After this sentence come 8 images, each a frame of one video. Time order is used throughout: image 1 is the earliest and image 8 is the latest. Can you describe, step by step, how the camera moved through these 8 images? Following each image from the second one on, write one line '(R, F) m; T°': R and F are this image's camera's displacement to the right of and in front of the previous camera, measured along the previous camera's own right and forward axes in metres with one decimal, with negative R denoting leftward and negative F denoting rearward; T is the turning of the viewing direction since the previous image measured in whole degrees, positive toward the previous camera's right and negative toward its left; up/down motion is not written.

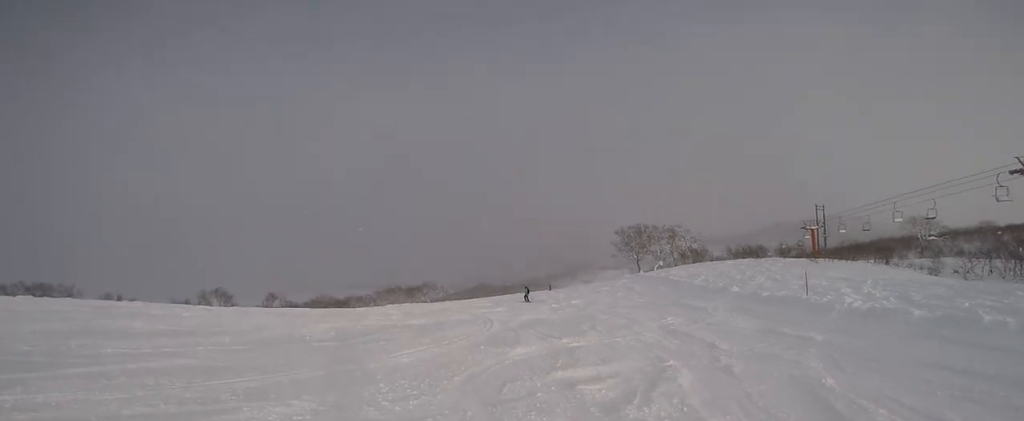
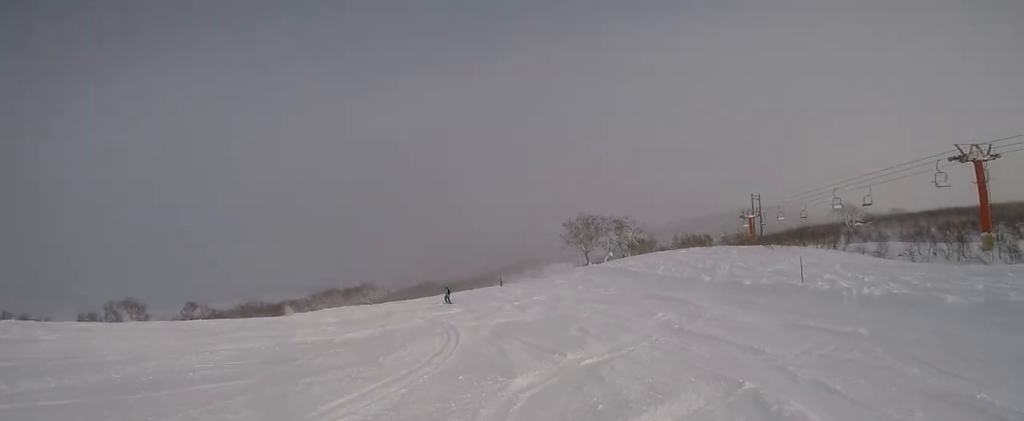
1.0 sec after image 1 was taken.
(+0.1, +3.7) m; +11°
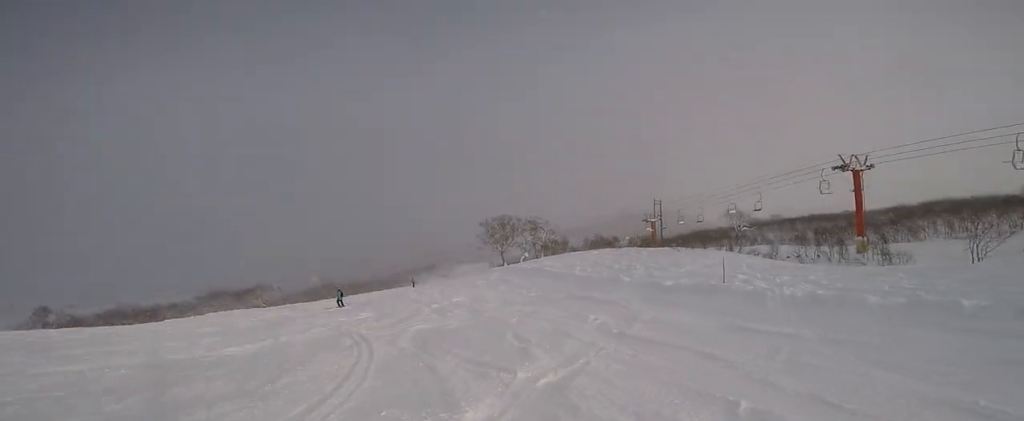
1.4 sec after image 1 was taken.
(-0.4, +1.7) m; +6°
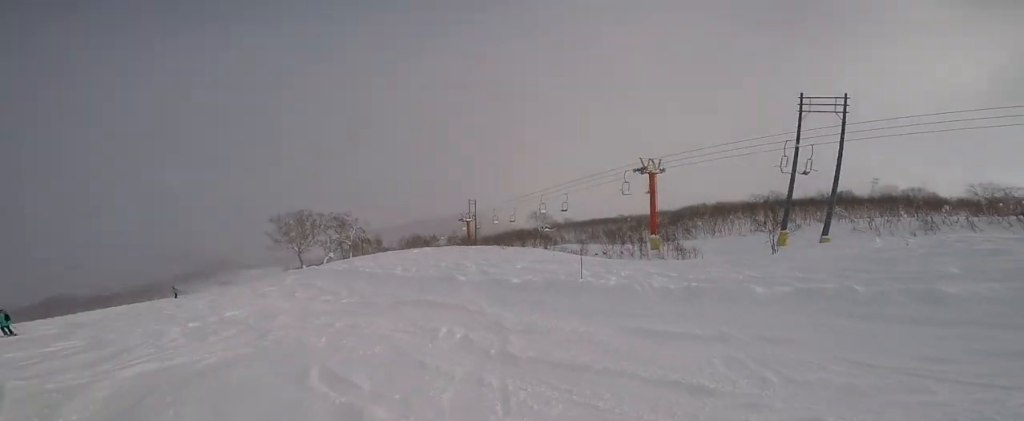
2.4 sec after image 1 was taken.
(+1.4, +3.4) m; +32°
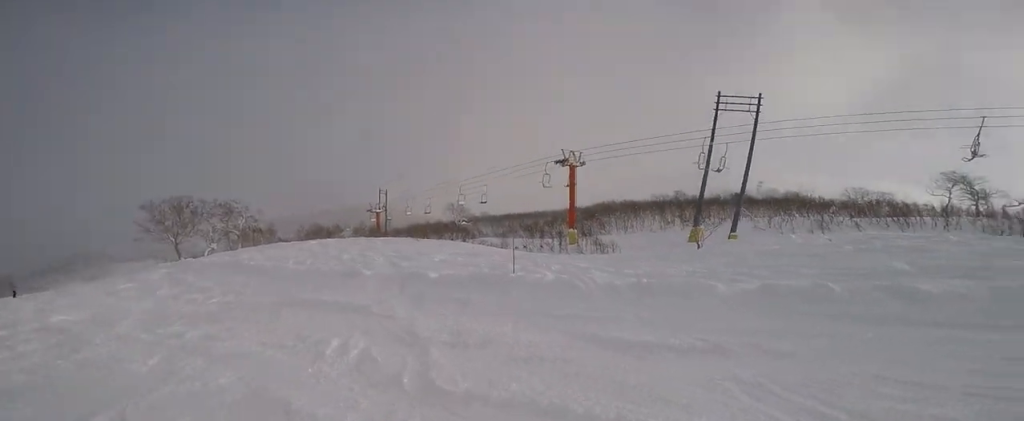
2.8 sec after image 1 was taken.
(+0.3, +2.1) m; -3°
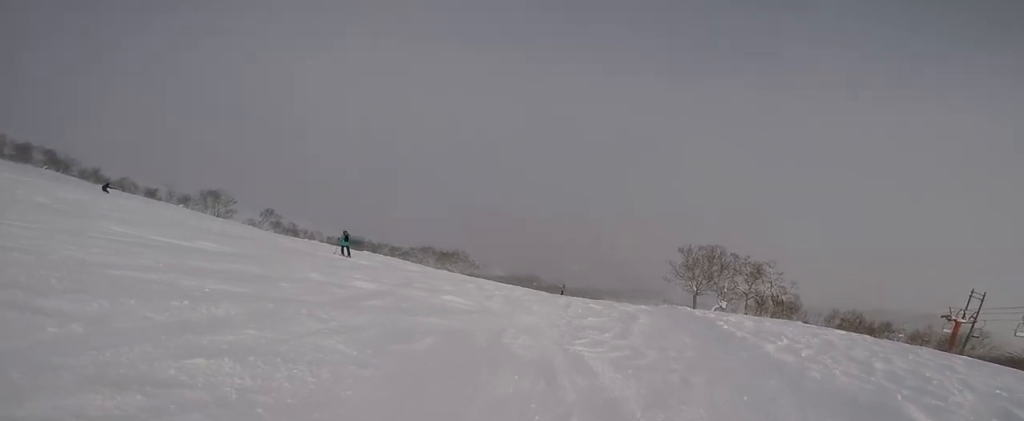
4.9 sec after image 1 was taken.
(-2.9, +8.1) m; -48°
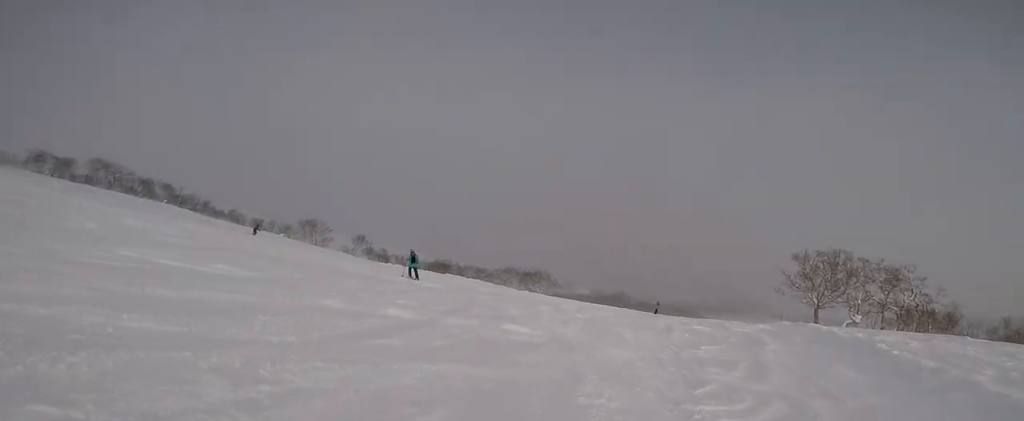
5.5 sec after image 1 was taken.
(-0.2, +2.4) m; -13°
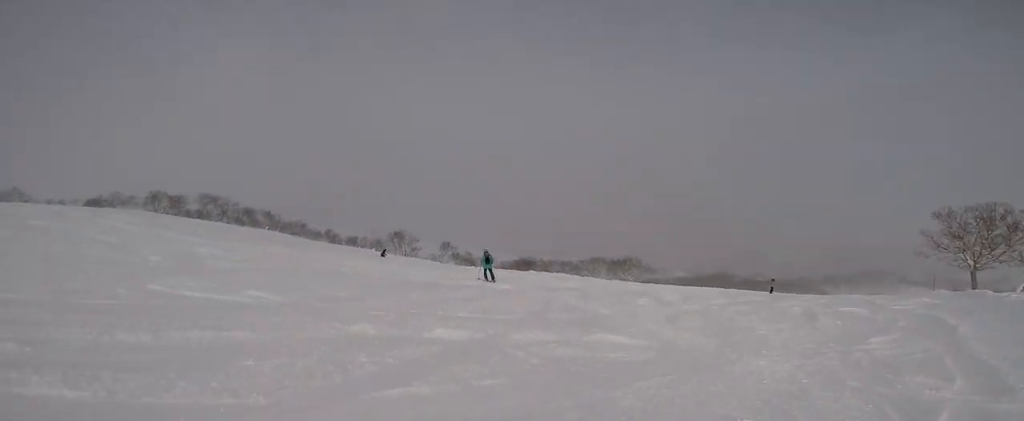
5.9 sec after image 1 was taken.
(-0.2, +1.7) m; -11°
